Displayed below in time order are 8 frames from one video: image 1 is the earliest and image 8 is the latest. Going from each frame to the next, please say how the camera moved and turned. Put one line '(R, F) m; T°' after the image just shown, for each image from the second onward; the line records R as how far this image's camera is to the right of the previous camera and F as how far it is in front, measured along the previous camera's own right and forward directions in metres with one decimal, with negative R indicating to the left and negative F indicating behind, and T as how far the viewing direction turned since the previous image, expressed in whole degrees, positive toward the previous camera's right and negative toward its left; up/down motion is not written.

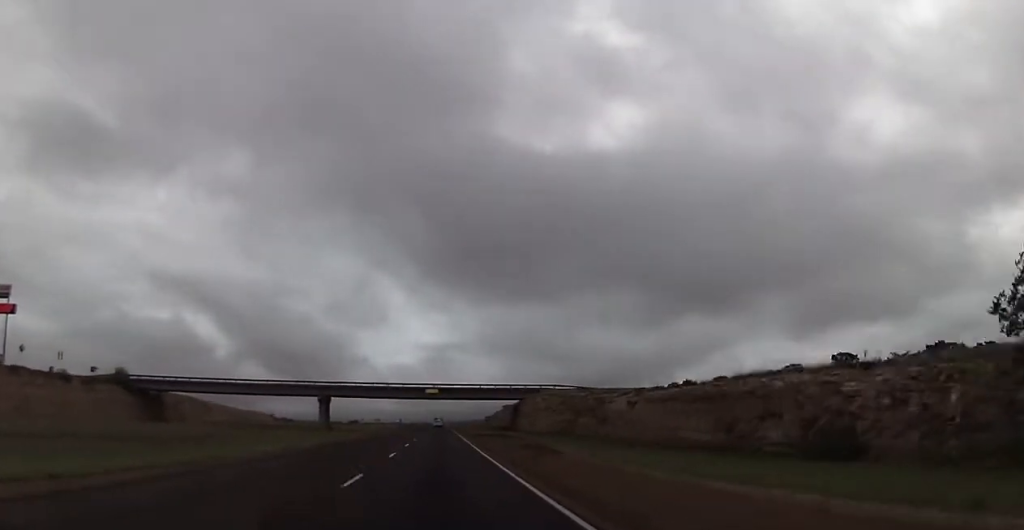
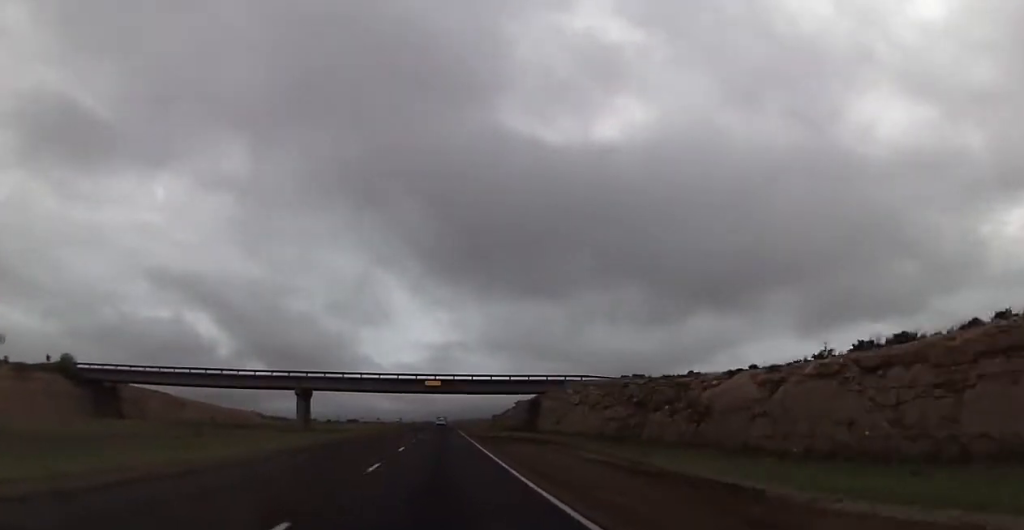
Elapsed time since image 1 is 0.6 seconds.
(0.0, +20.3) m; 0°
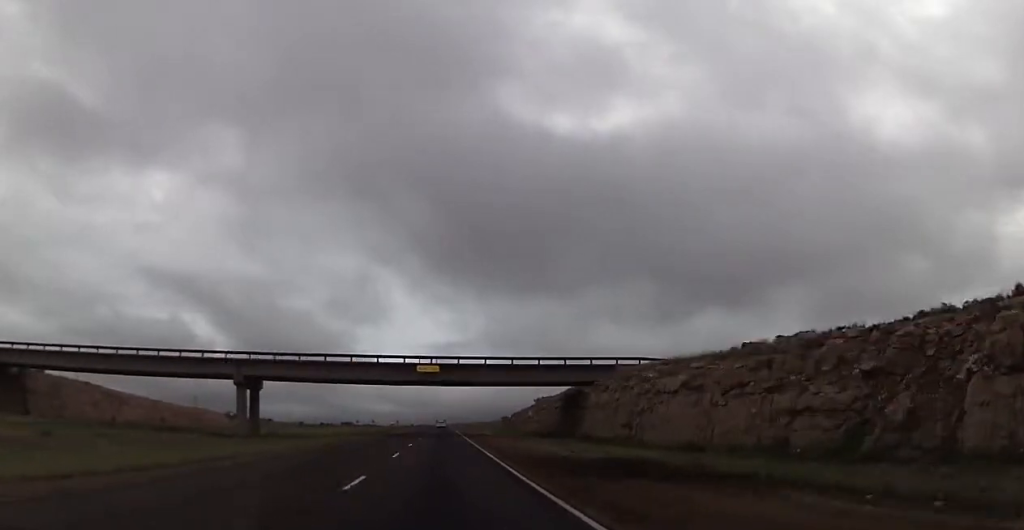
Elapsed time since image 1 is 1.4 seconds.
(-0.1, +28.8) m; 0°
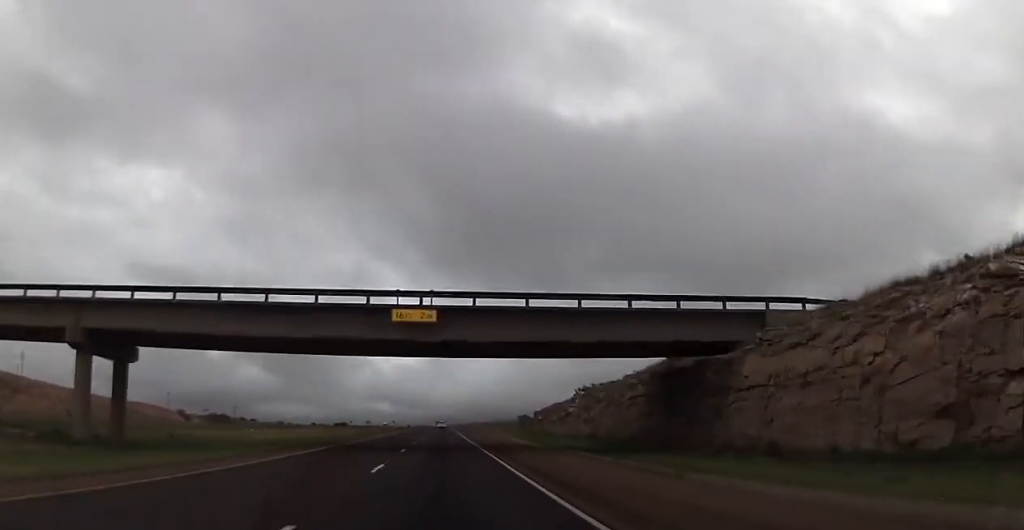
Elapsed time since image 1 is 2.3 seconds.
(-0.2, +32.4) m; 0°
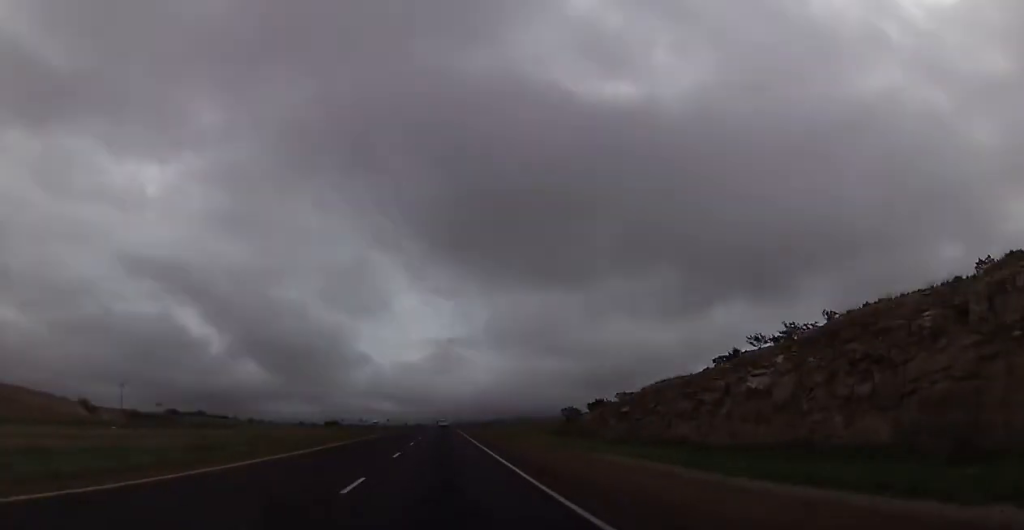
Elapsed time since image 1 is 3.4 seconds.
(+0.4, +41.9) m; +1°
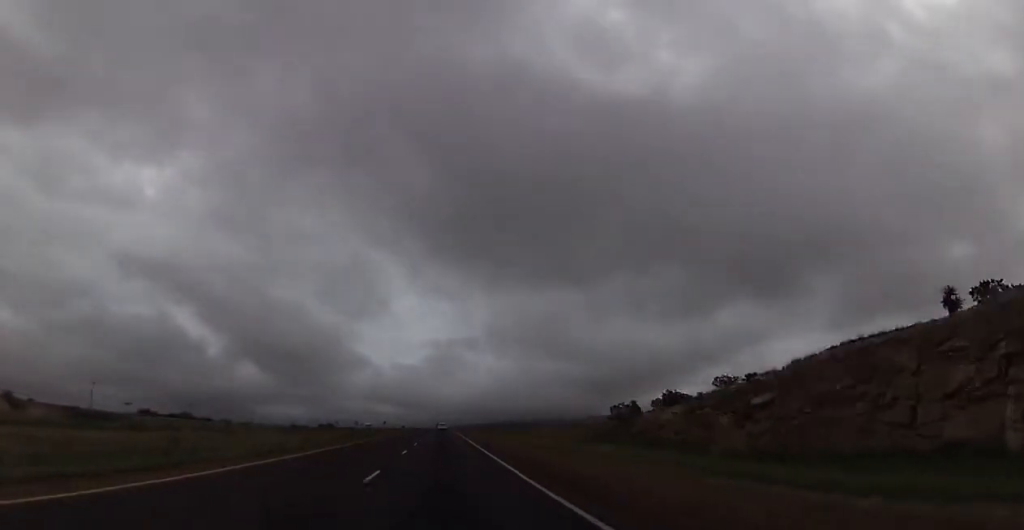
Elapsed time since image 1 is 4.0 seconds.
(+0.1, +21.6) m; 0°
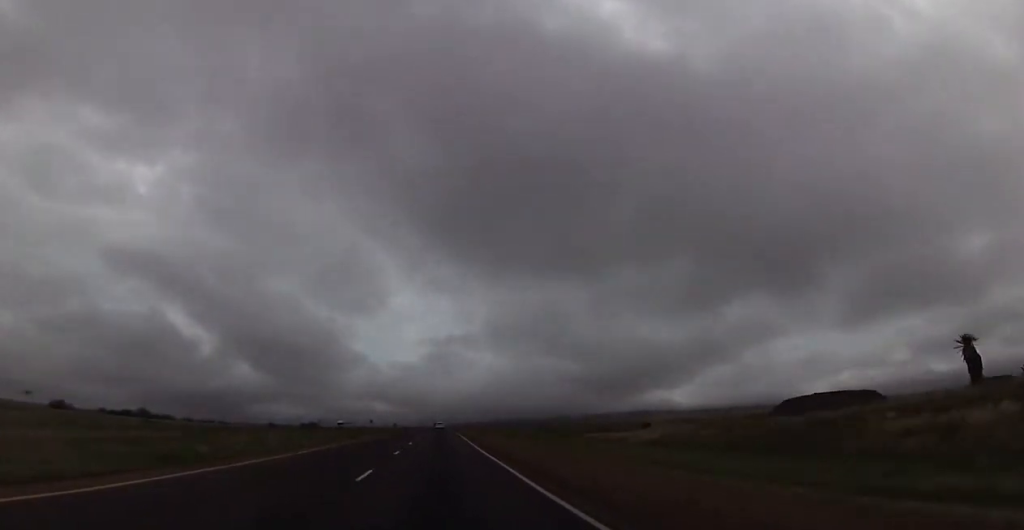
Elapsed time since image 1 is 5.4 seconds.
(-0.1, +48.9) m; 0°
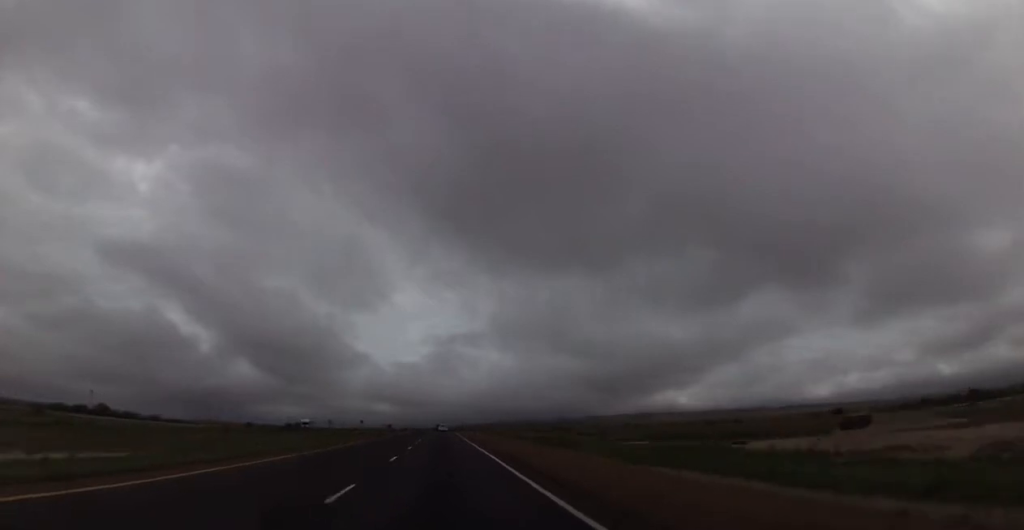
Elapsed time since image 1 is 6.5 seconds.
(-0.1, +40.5) m; 0°
